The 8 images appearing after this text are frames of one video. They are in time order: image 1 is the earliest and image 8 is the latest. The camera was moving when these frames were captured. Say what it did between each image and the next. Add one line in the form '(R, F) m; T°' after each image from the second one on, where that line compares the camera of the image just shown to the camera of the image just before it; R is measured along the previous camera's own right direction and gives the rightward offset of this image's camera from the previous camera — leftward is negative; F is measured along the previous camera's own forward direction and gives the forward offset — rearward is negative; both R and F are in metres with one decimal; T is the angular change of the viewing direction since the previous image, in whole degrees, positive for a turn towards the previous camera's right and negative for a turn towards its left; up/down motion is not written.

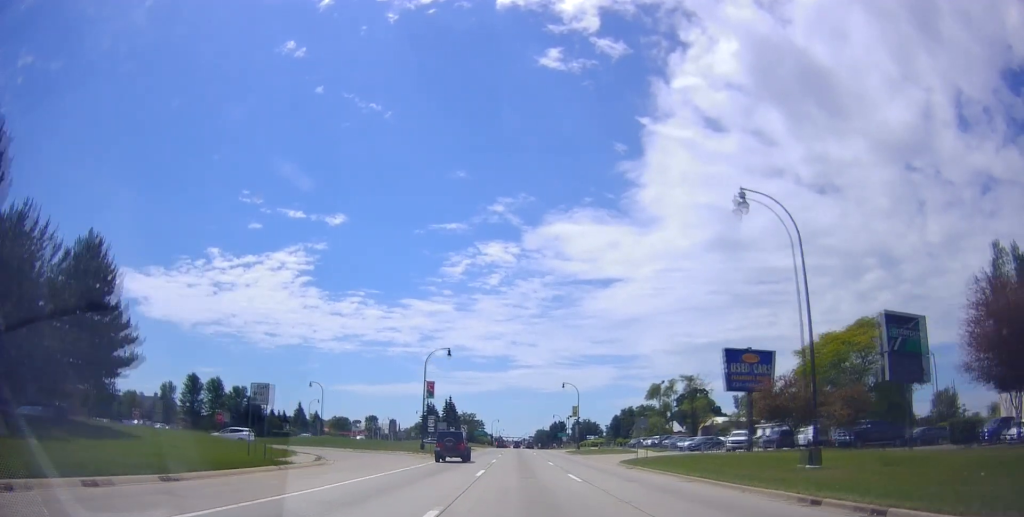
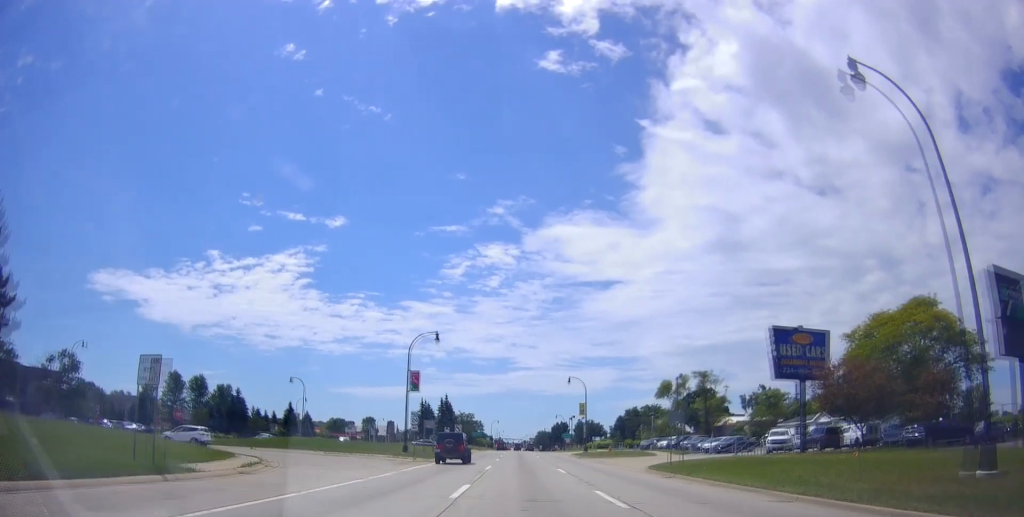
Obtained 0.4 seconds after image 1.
(0.0, +8.5) m; 0°
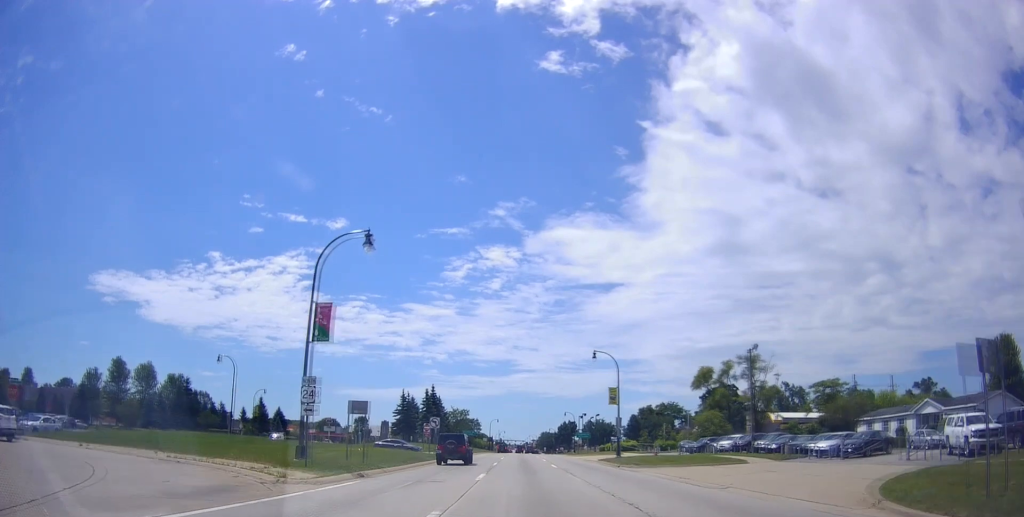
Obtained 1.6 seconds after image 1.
(-0.3, +22.7) m; -1°
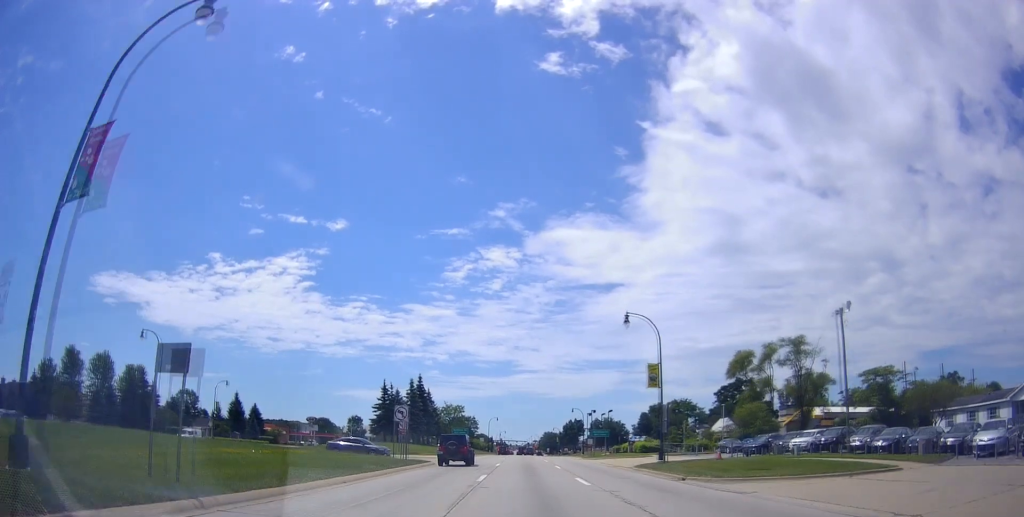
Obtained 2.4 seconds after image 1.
(0.0, +15.3) m; 0°
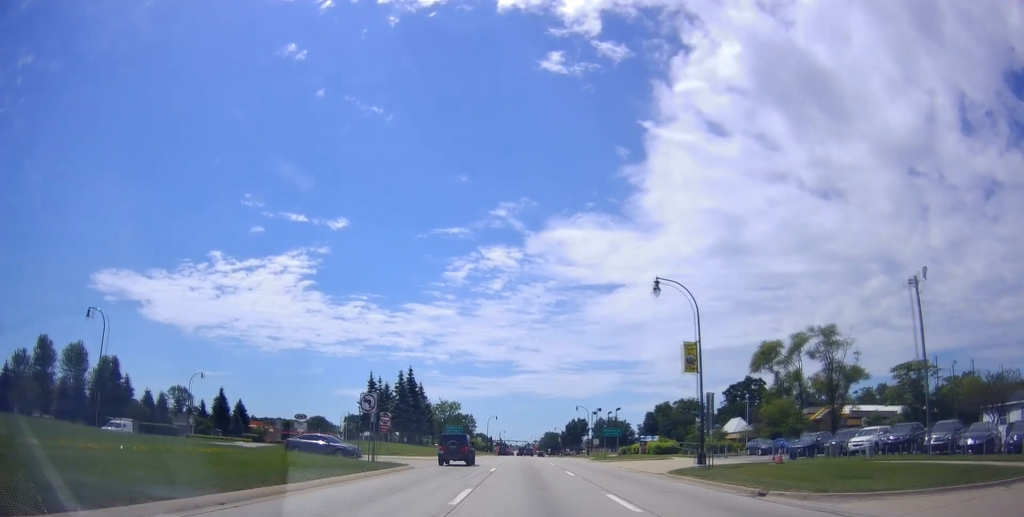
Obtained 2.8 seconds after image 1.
(+0.2, +8.2) m; -1°
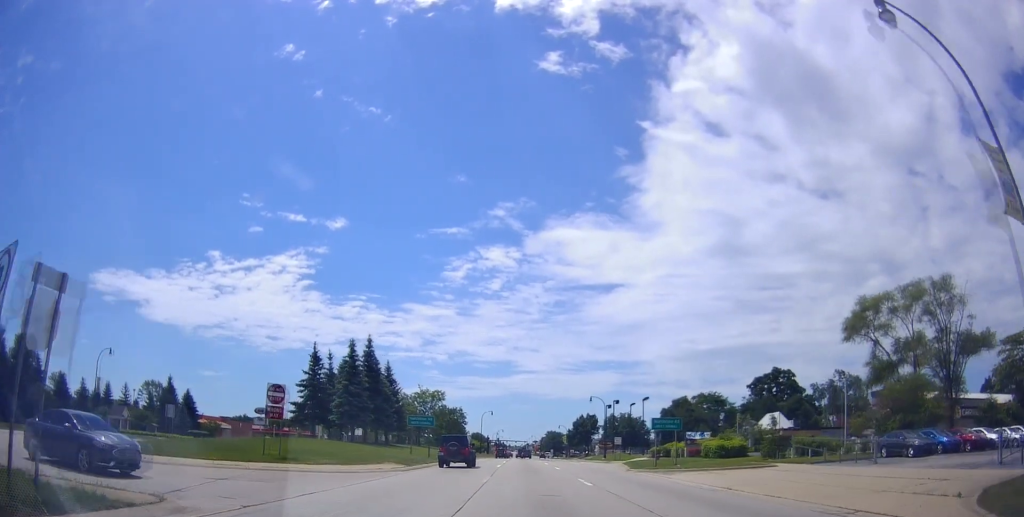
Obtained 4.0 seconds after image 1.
(-0.7, +22.5) m; 0°
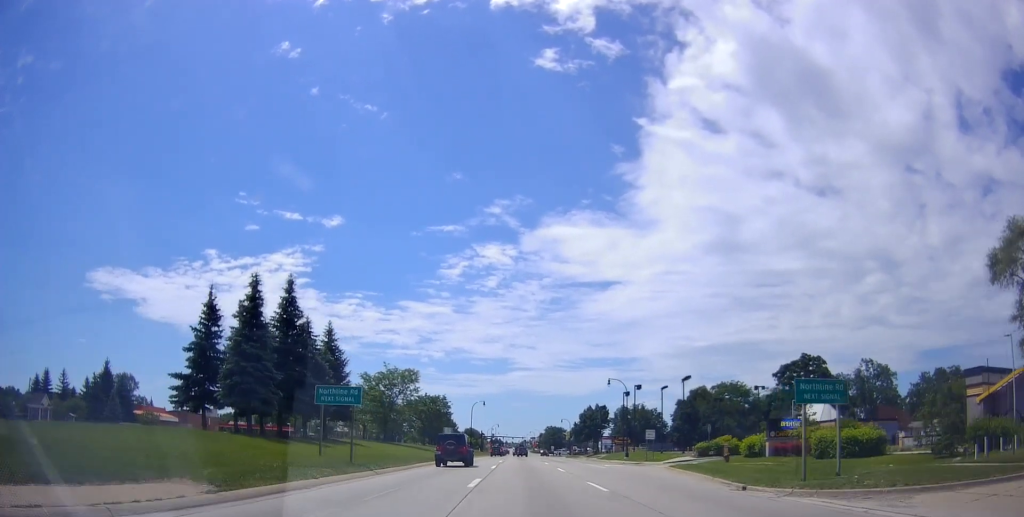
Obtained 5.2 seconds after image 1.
(+0.7, +20.6) m; 0°
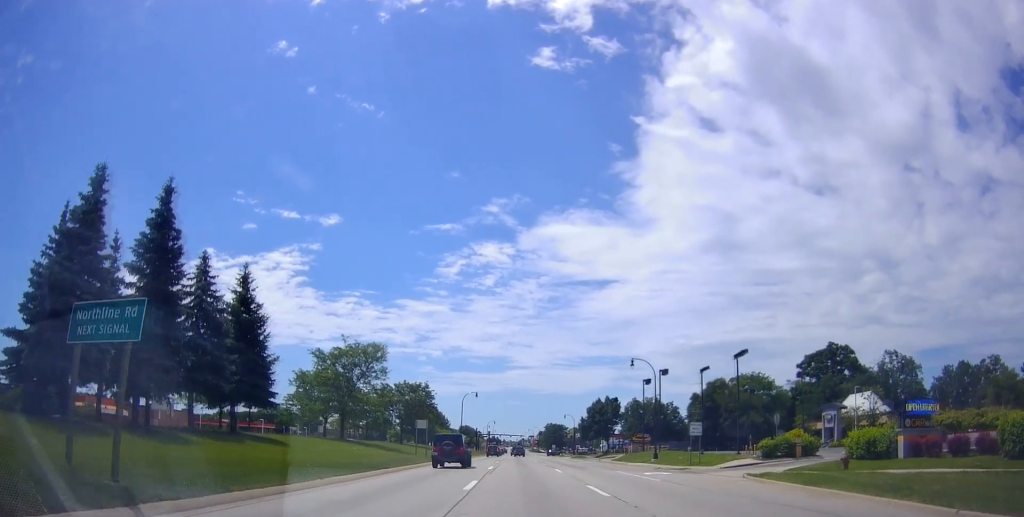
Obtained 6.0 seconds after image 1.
(-0.7, +15.4) m; 0°
